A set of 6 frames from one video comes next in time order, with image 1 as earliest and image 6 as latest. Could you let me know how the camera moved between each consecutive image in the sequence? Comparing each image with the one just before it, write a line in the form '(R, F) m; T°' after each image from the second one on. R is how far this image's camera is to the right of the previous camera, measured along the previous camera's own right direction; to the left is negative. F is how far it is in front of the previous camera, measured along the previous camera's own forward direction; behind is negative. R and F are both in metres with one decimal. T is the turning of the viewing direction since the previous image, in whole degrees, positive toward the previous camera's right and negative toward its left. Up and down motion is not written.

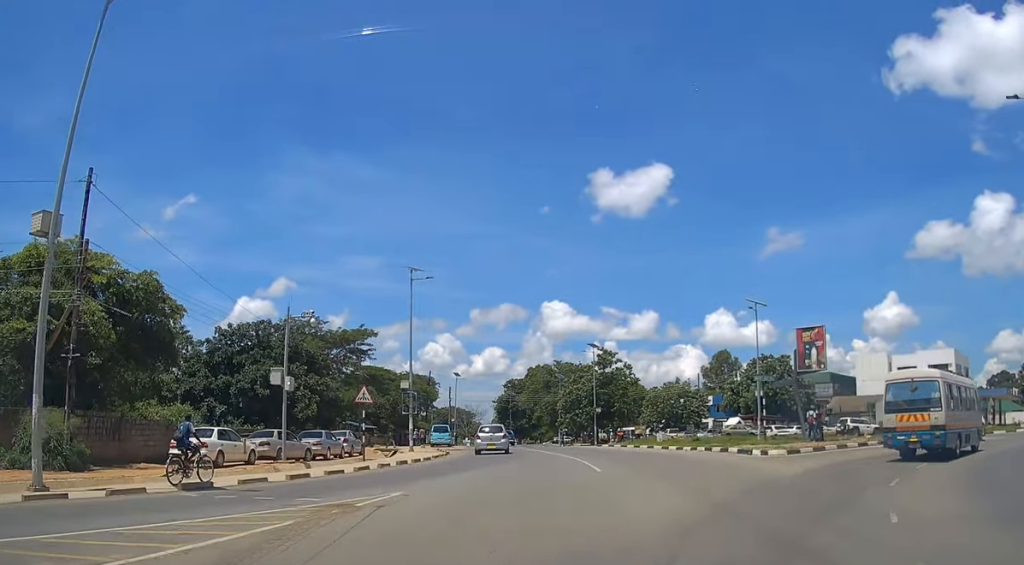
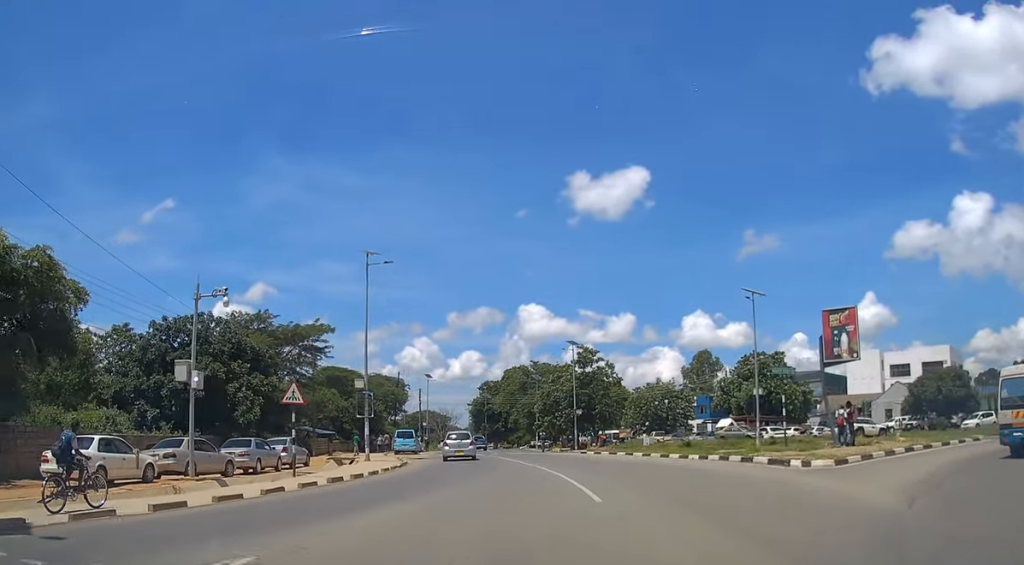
(+0.2, +6.0) m; +3°
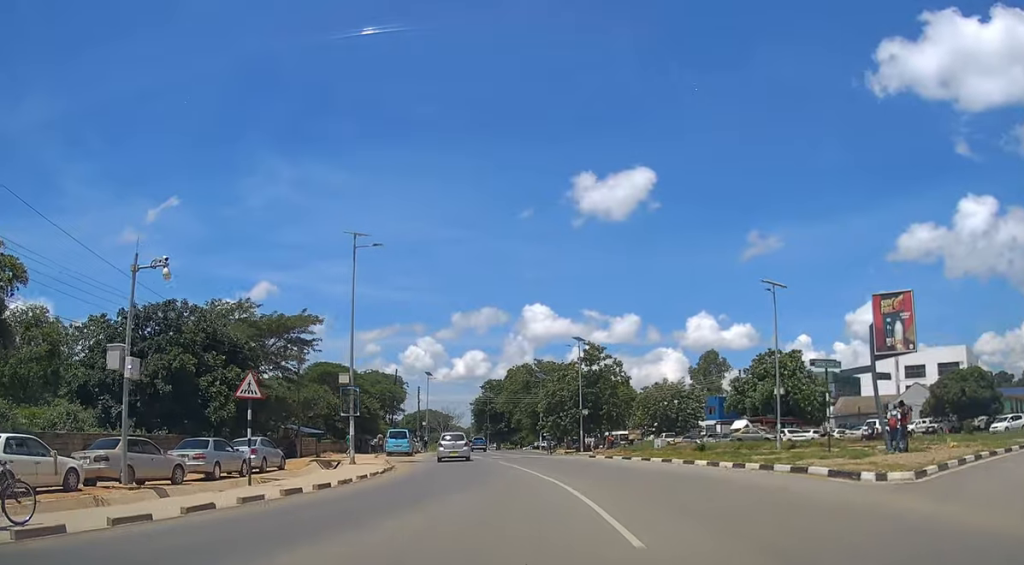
(+0.1, +4.3) m; 0°
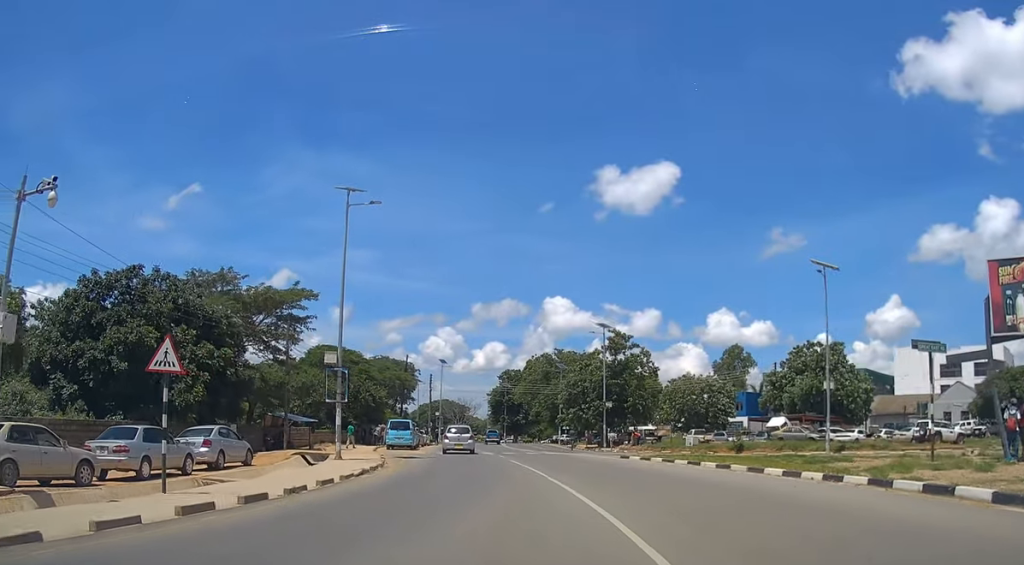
(+0.2, +6.0) m; -1°
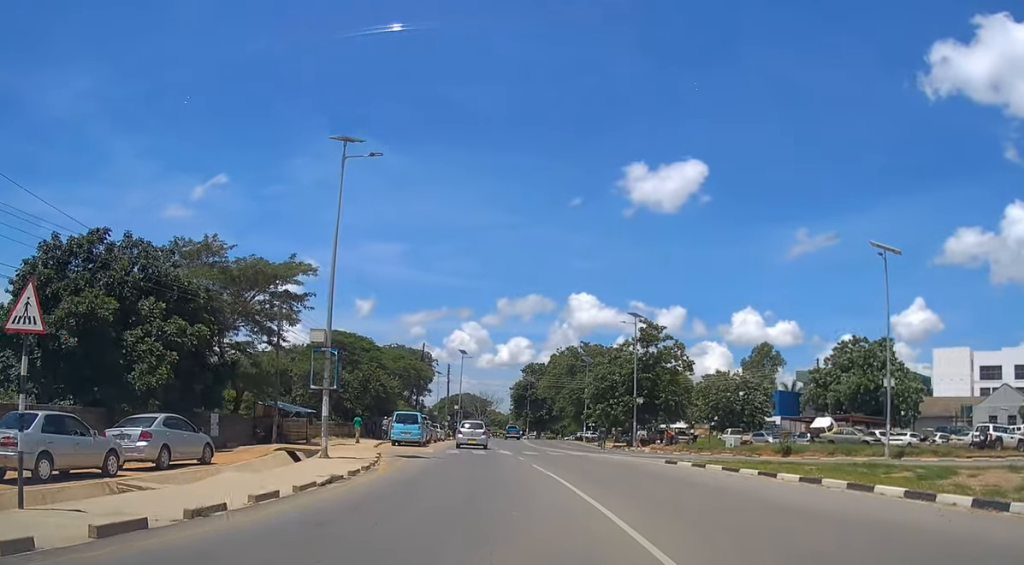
(-0.2, +5.4) m; -3°
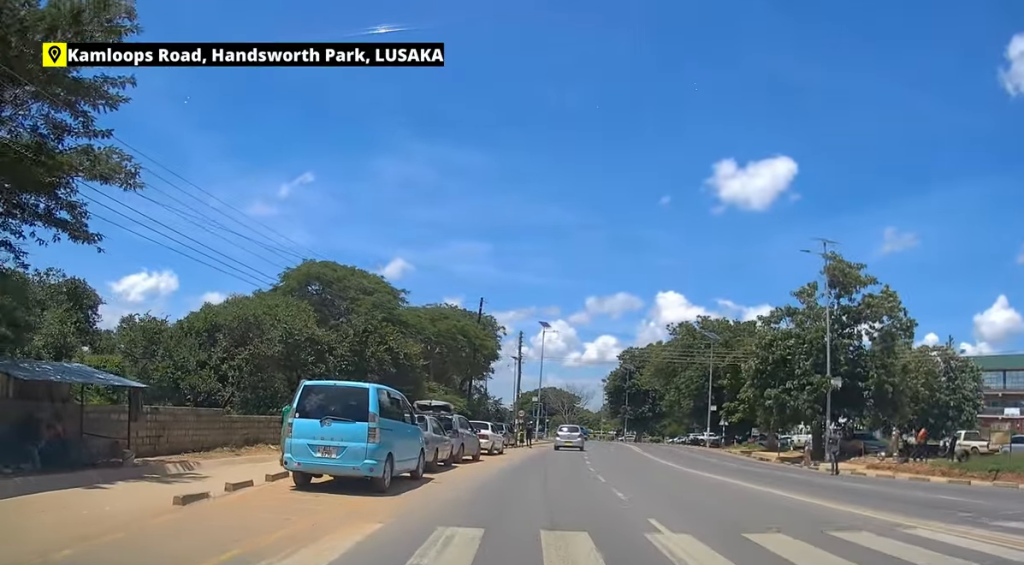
(-2.3, +27.3) m; -7°
